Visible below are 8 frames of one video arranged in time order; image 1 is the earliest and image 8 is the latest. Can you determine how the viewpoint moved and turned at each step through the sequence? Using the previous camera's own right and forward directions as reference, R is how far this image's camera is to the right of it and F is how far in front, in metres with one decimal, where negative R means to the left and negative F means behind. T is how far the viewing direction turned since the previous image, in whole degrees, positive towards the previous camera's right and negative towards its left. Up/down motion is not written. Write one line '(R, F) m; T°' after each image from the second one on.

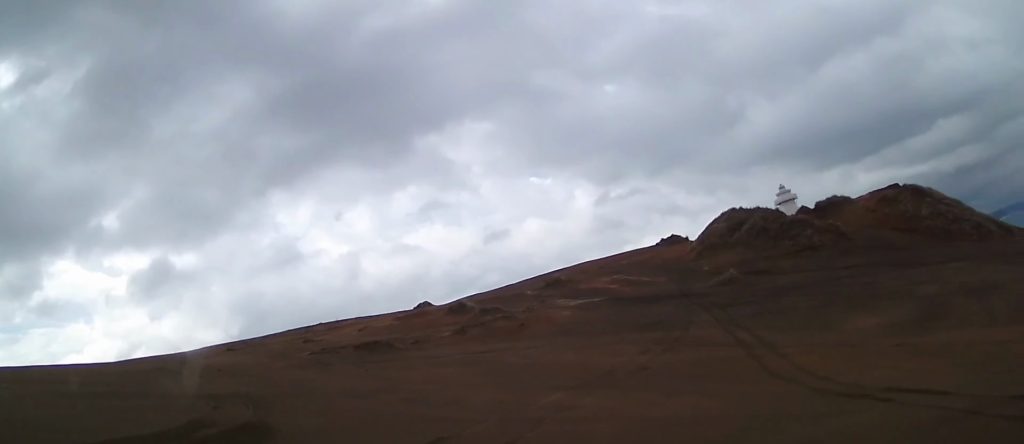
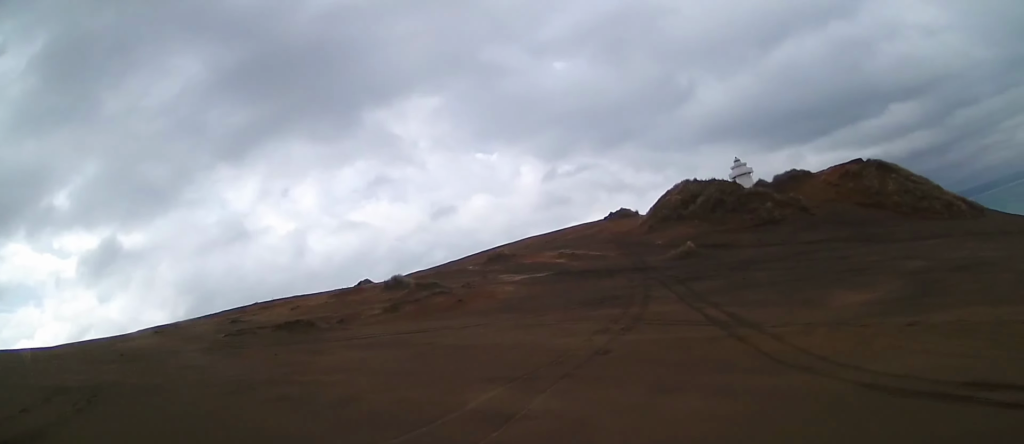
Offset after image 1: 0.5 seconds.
(+0.4, +6.0) m; +5°
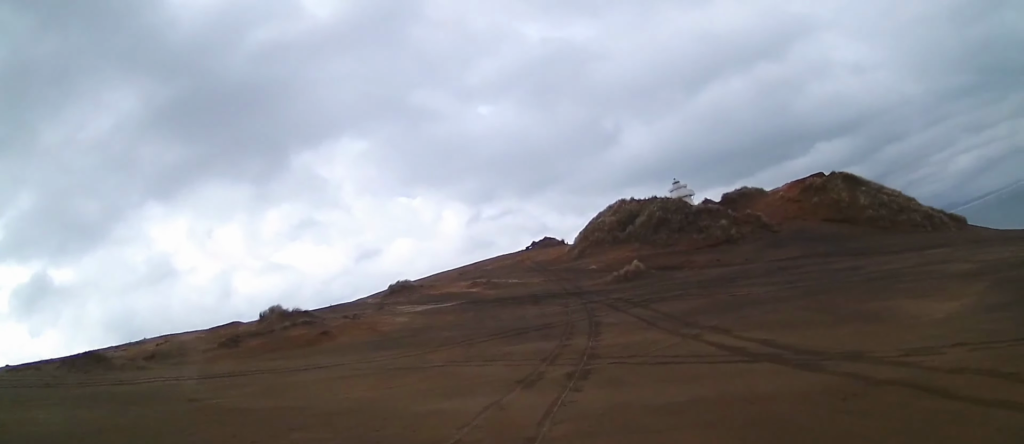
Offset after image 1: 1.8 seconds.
(+1.8, +16.0) m; +16°
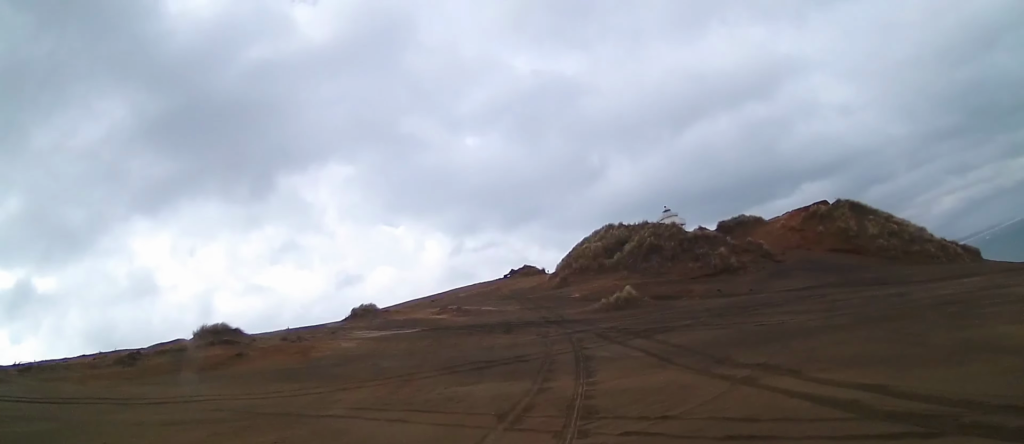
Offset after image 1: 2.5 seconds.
(+0.8, +8.0) m; +8°
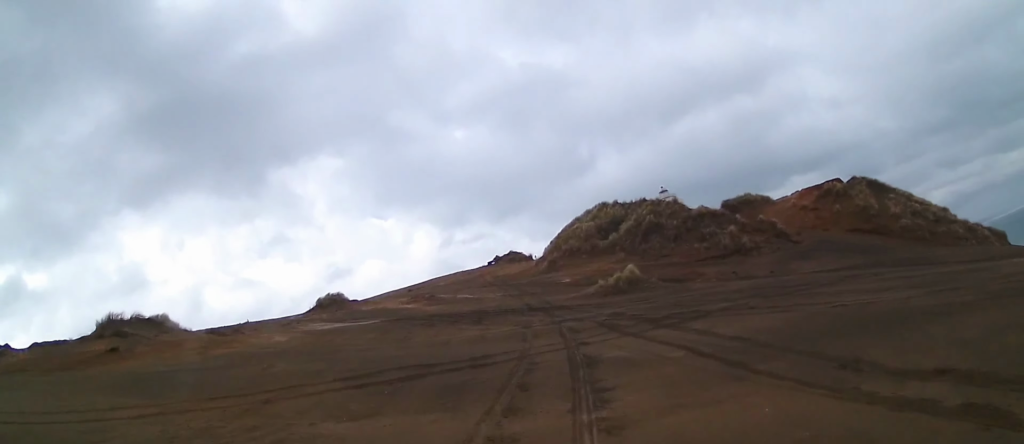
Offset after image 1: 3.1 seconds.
(+0.5, +8.7) m; +8°
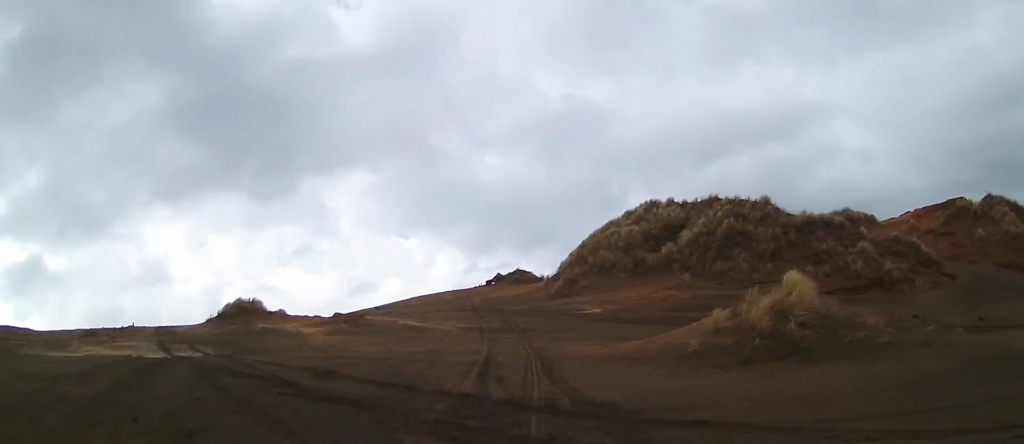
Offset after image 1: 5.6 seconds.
(+3.8, +33.0) m; +6°
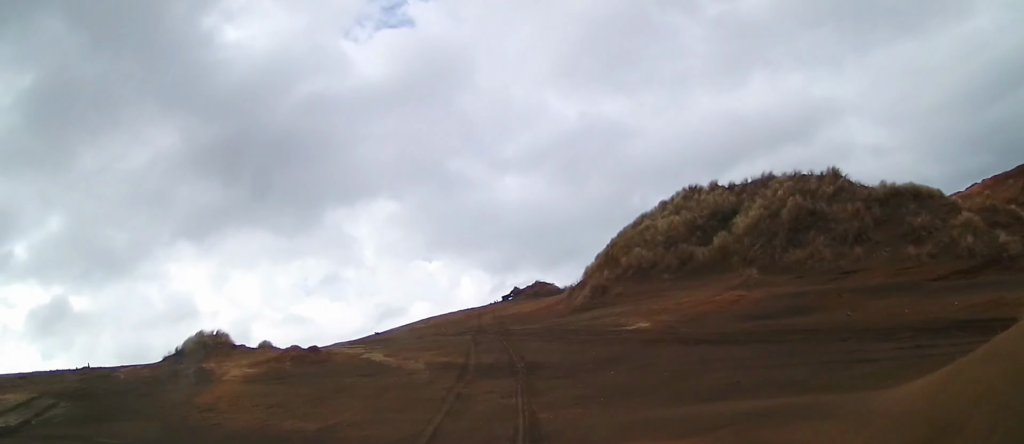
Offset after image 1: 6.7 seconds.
(-0.2, +13.5) m; +2°
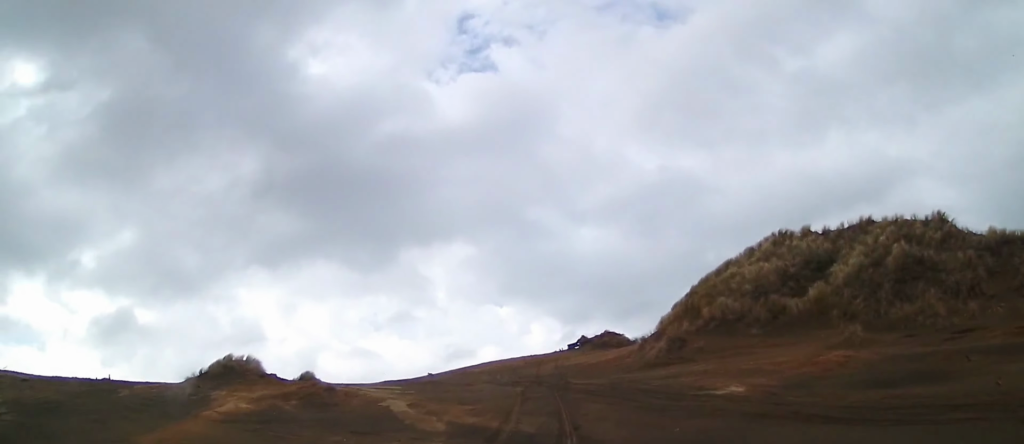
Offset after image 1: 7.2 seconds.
(+0.1, +6.3) m; +1°
